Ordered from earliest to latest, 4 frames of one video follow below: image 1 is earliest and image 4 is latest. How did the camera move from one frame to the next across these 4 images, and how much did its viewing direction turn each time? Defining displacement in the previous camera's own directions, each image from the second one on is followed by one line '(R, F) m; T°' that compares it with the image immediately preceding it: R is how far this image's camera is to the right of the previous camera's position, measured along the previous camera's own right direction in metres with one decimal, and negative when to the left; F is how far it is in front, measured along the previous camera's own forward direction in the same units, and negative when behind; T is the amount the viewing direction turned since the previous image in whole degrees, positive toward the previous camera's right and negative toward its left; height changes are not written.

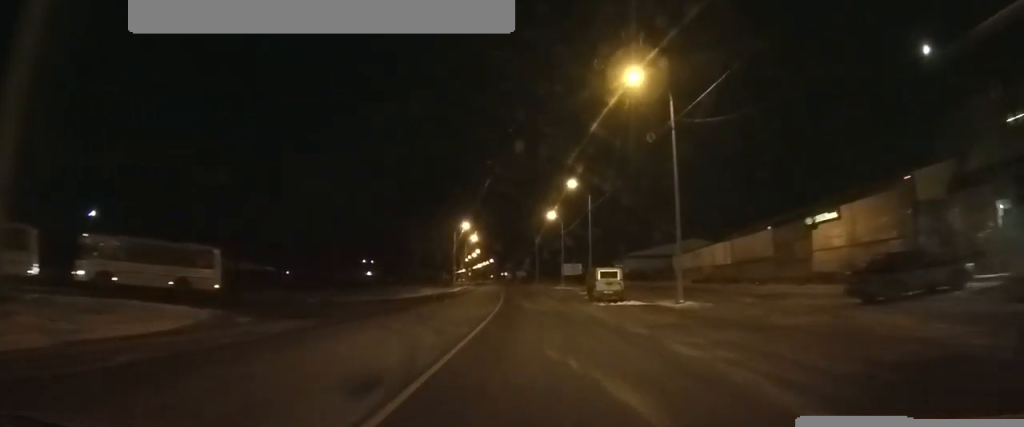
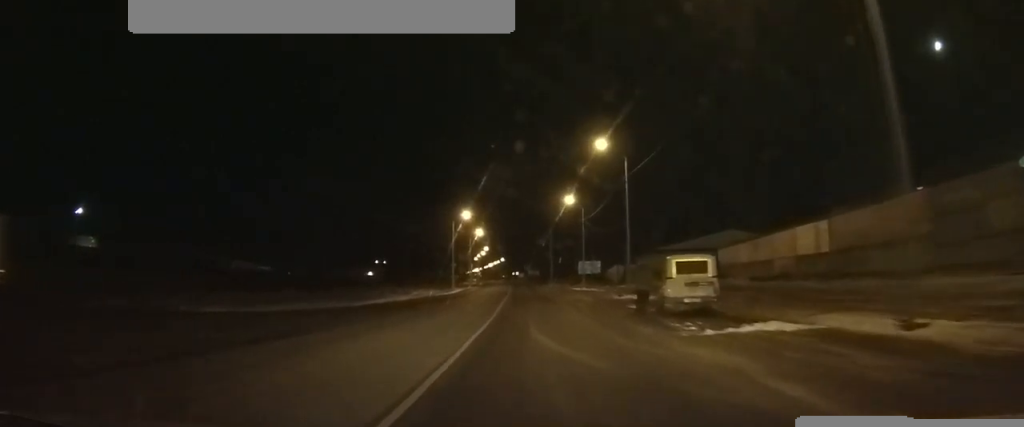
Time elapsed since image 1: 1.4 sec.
(0.0, +18.0) m; 0°
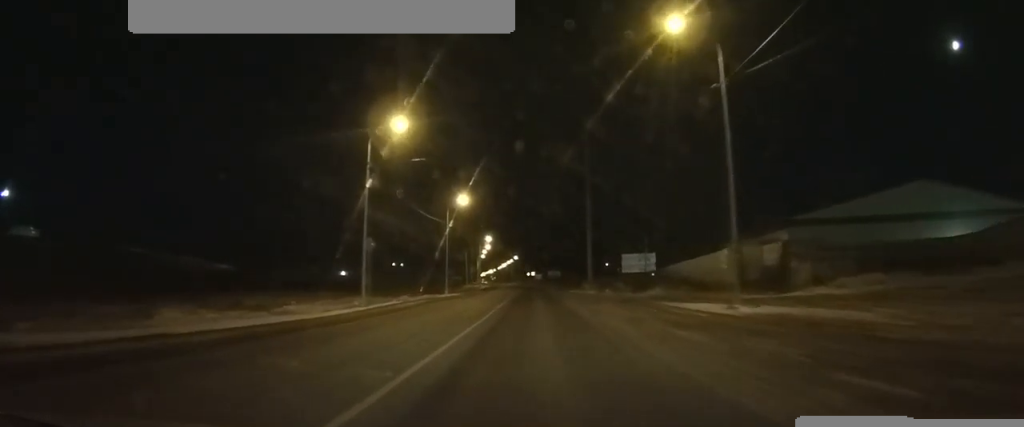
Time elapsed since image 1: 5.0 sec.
(-1.3, +48.4) m; -3°
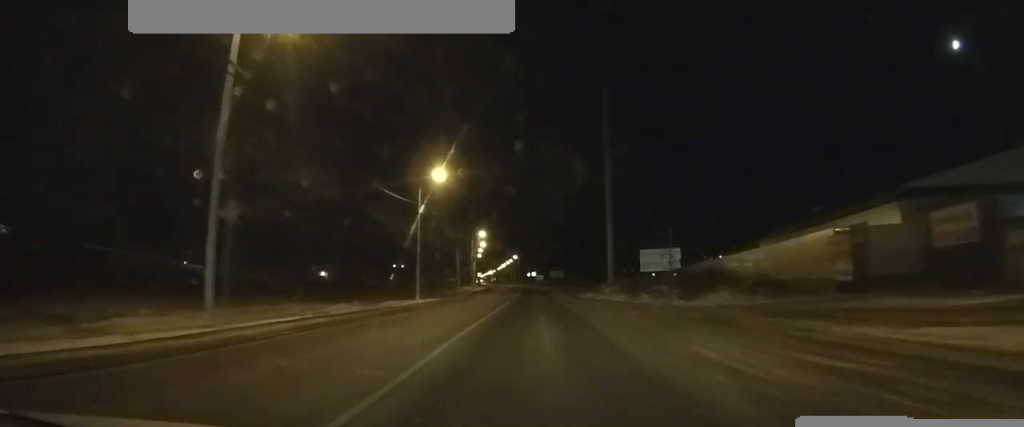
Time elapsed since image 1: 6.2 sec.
(0.0, +16.1) m; 0°
